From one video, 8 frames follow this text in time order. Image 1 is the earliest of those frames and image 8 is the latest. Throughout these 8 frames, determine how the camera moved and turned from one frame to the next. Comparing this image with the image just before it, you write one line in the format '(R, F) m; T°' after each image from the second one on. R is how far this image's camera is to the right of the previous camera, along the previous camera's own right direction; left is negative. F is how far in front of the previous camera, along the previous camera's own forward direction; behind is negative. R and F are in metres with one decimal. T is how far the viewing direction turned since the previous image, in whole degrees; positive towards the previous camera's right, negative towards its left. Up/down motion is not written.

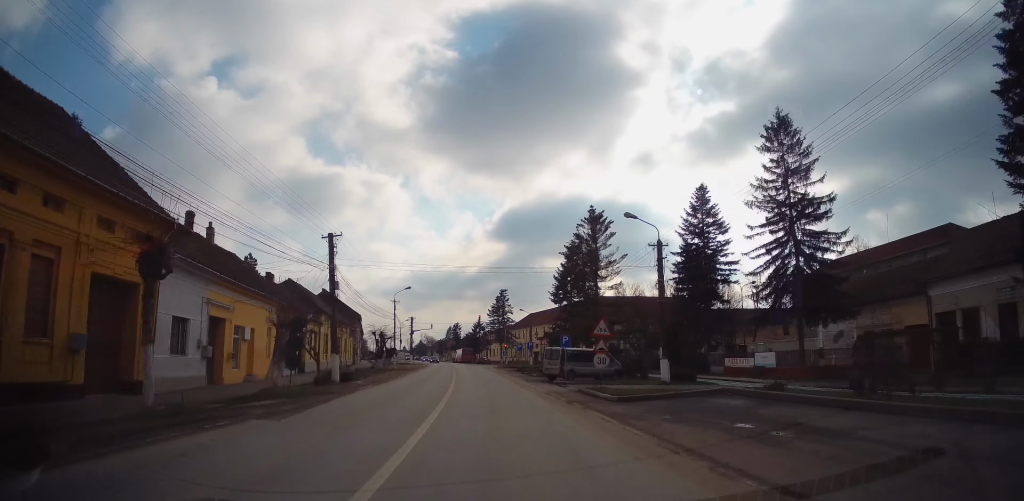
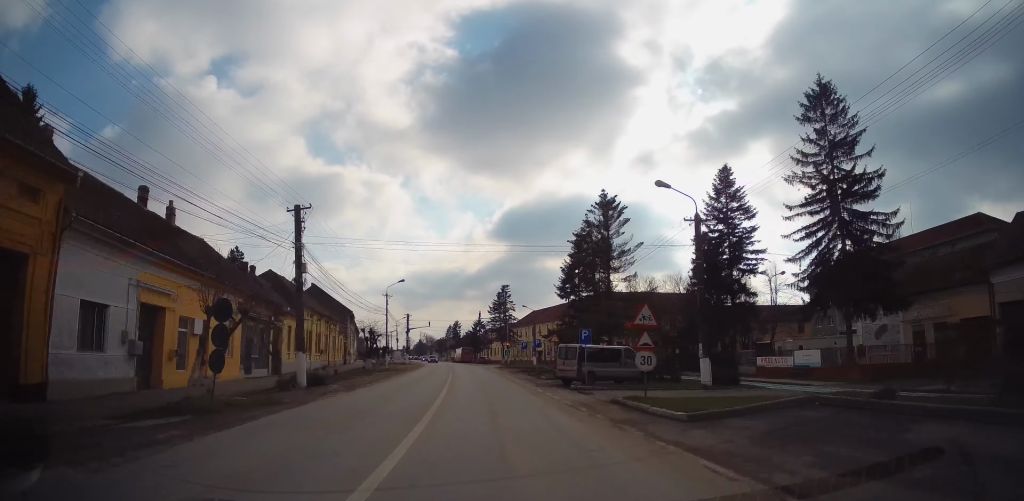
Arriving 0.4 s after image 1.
(0.0, +5.5) m; 0°
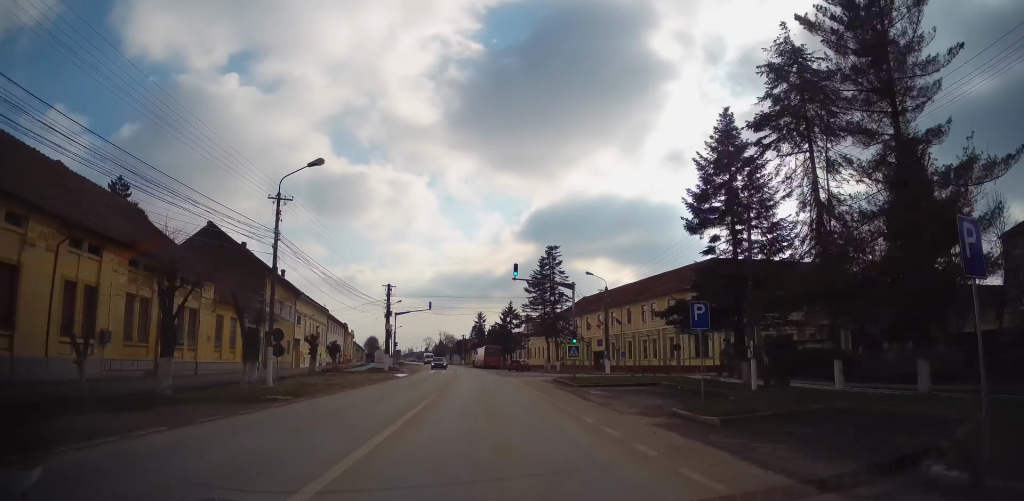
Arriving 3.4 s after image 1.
(-1.1, +37.9) m; -2°
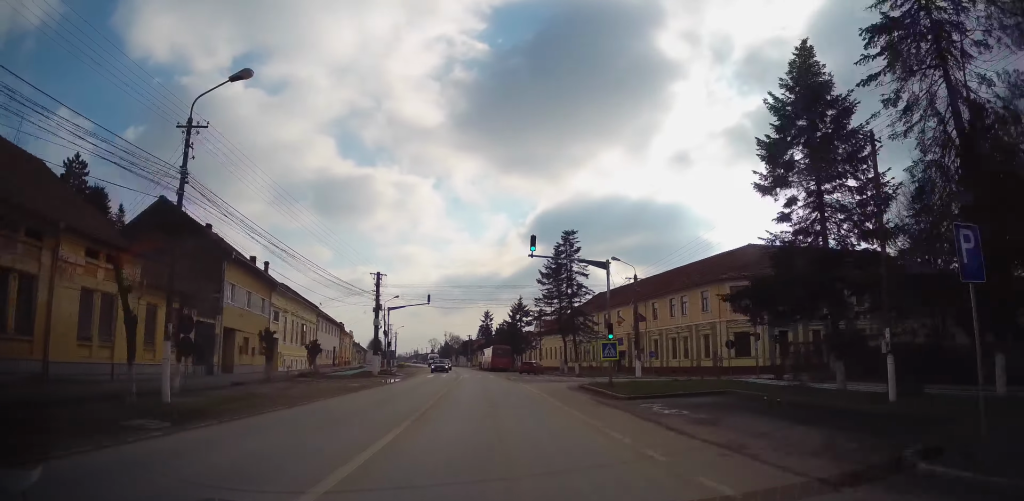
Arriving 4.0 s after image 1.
(0.0, +8.2) m; -1°
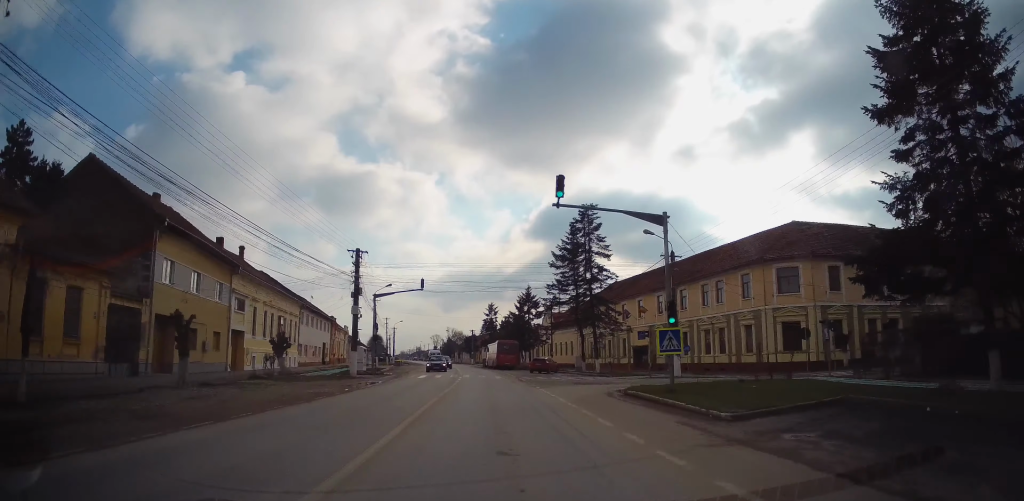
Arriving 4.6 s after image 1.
(0.0, +8.2) m; -2°
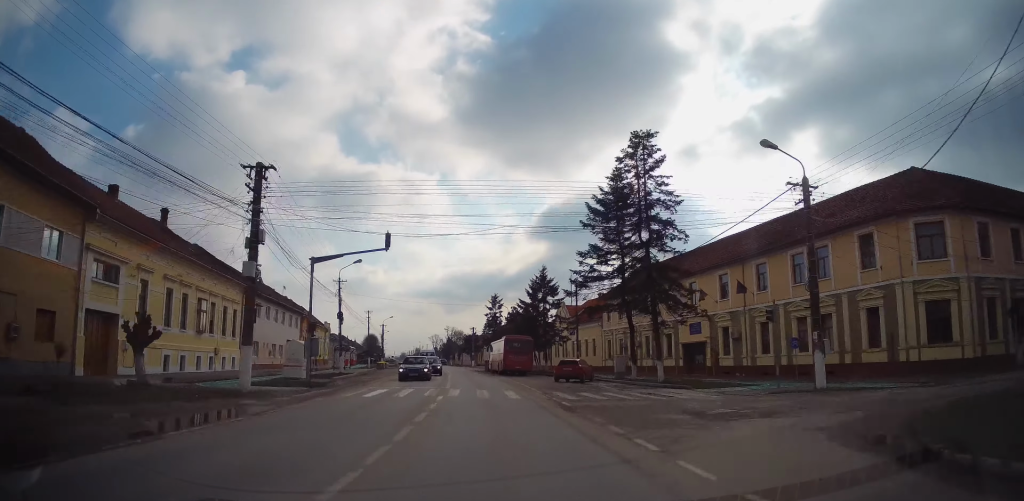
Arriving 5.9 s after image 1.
(-0.4, +16.1) m; 0°
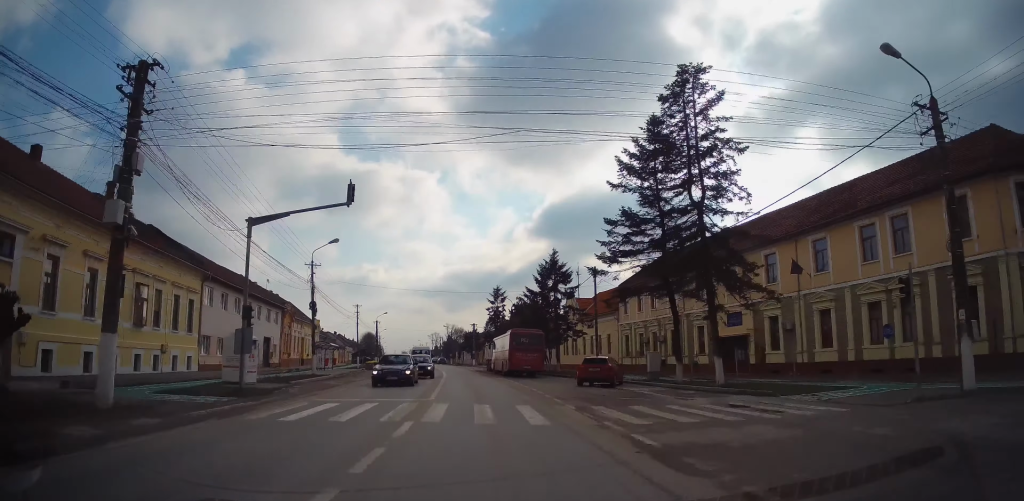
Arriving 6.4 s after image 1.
(+0.2, +7.5) m; +1°
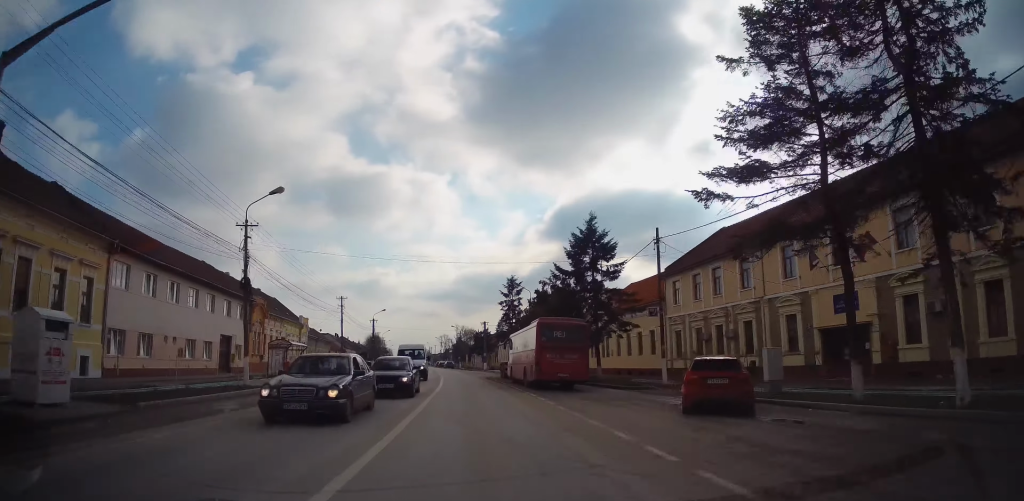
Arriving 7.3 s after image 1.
(0.0, +12.2) m; -1°
